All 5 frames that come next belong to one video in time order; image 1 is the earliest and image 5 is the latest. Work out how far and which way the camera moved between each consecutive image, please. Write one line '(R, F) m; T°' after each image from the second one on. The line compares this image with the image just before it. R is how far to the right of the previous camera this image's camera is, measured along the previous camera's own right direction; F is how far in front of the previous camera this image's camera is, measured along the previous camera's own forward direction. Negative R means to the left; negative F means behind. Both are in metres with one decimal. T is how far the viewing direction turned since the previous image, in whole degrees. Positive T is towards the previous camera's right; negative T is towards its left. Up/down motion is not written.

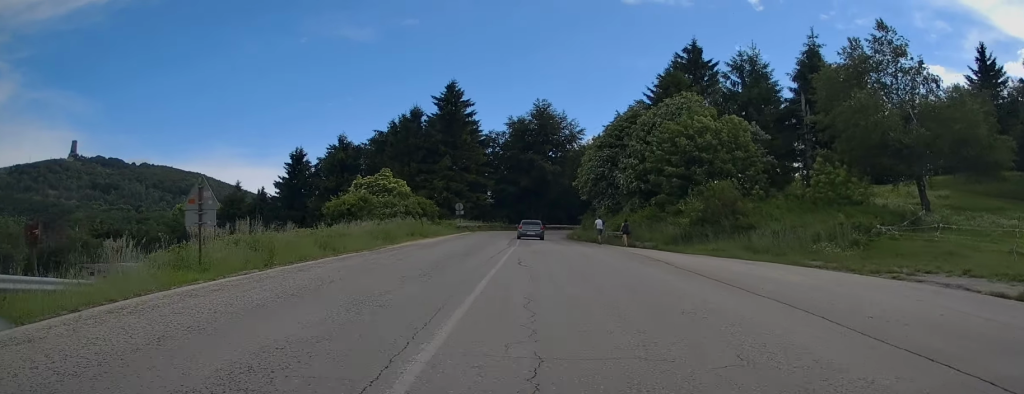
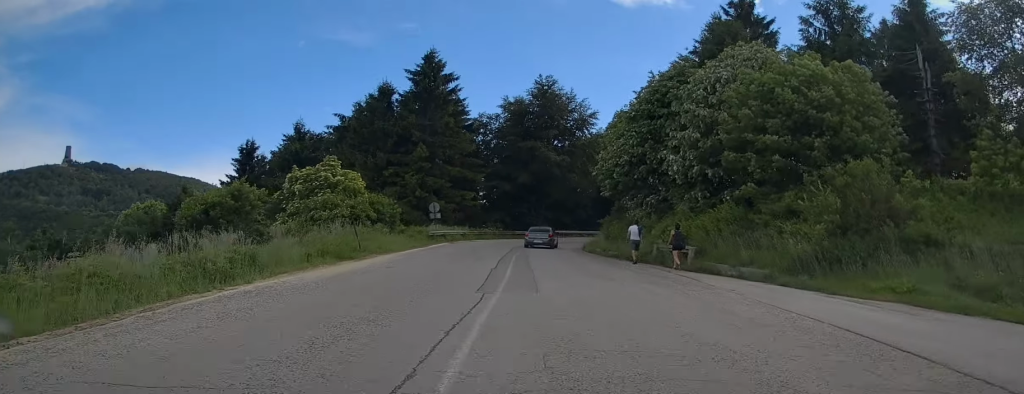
(+0.3, +16.3) m; 0°
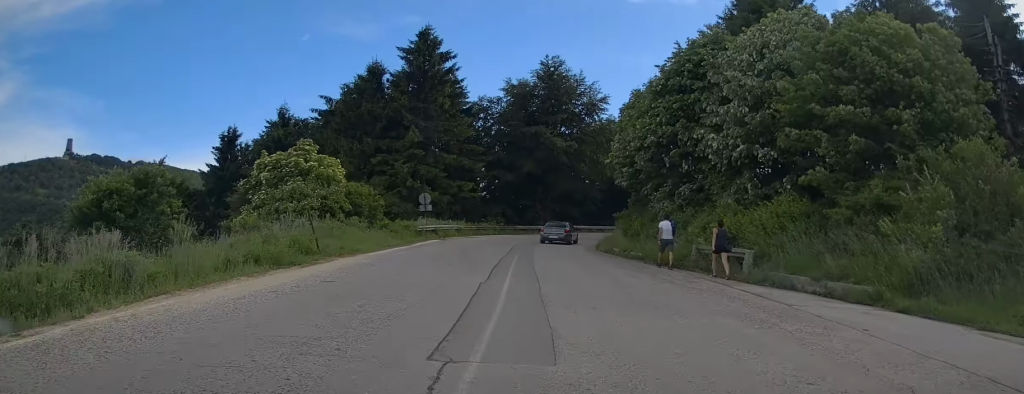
(-0.2, +5.8) m; -1°
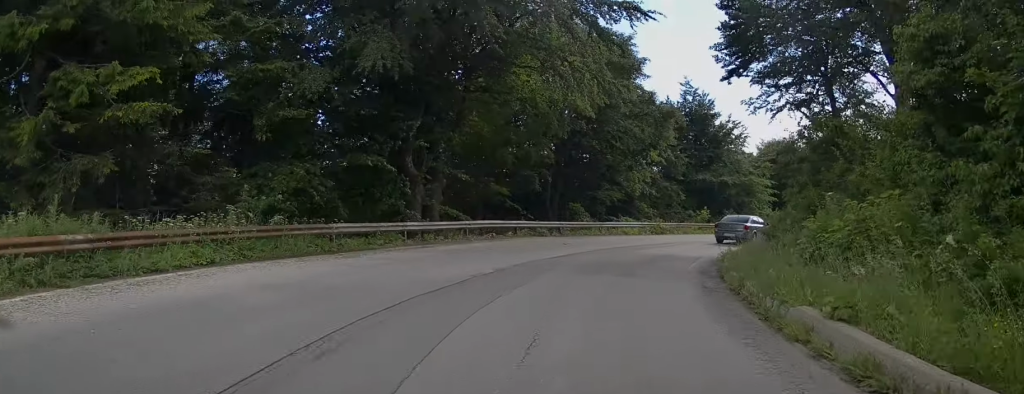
(+2.3, +36.8) m; +12°
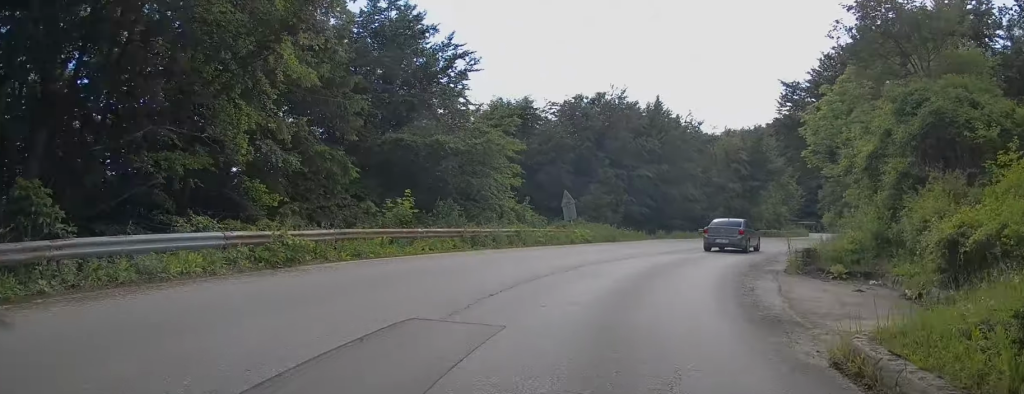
(+4.3, +23.7) m; +25°
